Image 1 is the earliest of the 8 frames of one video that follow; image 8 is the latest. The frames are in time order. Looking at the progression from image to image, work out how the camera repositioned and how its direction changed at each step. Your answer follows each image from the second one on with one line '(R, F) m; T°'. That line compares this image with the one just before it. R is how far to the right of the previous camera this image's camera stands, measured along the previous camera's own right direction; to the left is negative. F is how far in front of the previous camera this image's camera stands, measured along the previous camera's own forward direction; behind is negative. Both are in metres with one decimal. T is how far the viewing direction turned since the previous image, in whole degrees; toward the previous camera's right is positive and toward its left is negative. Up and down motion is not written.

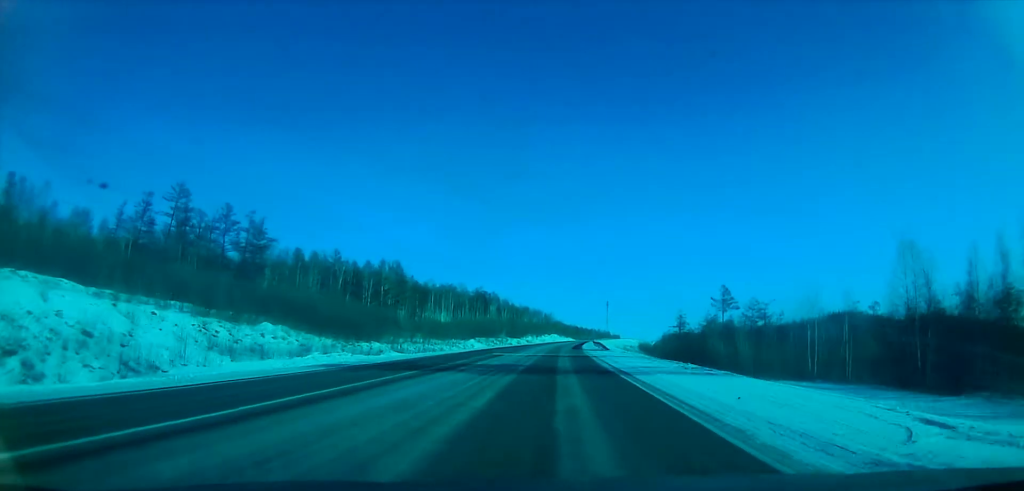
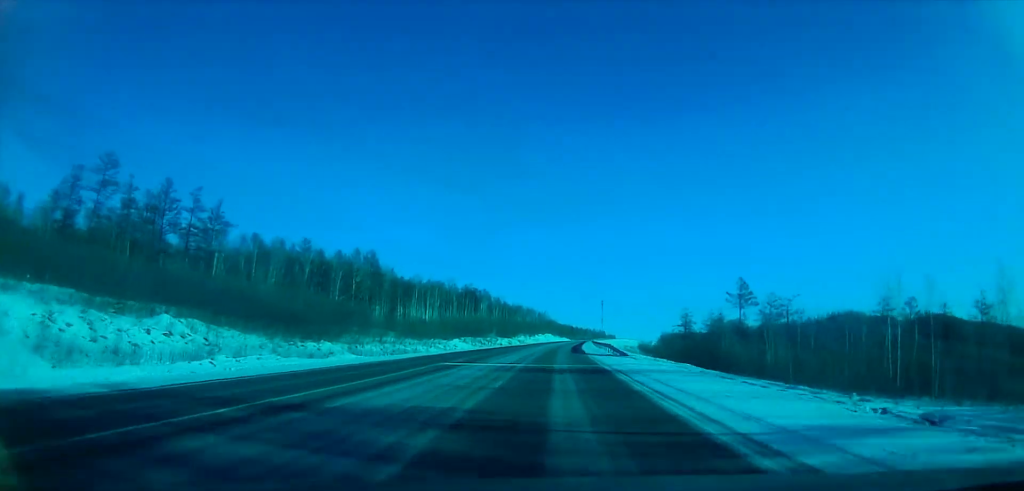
(-0.1, +19.1) m; +1°
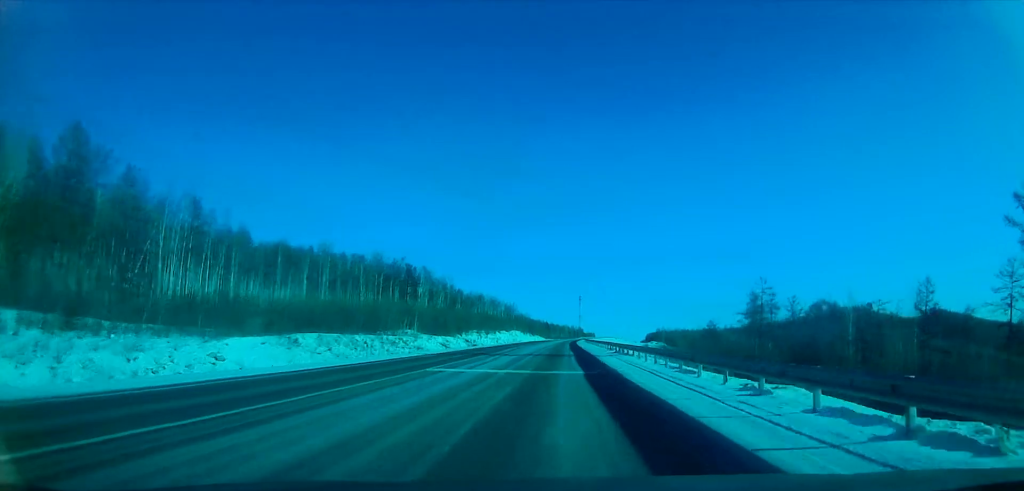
(+0.5, +95.8) m; +1°
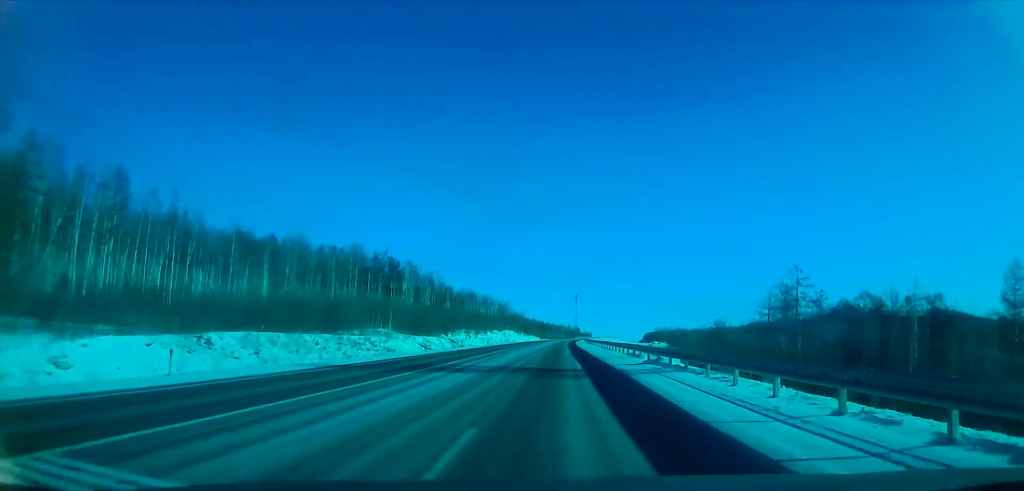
(-0.2, +18.6) m; +2°
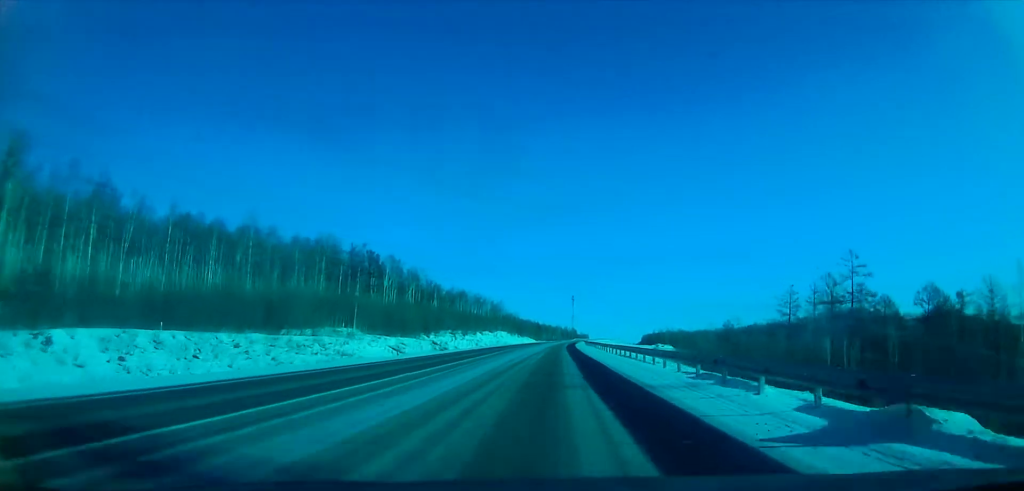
(+0.6, +20.0) m; 0°
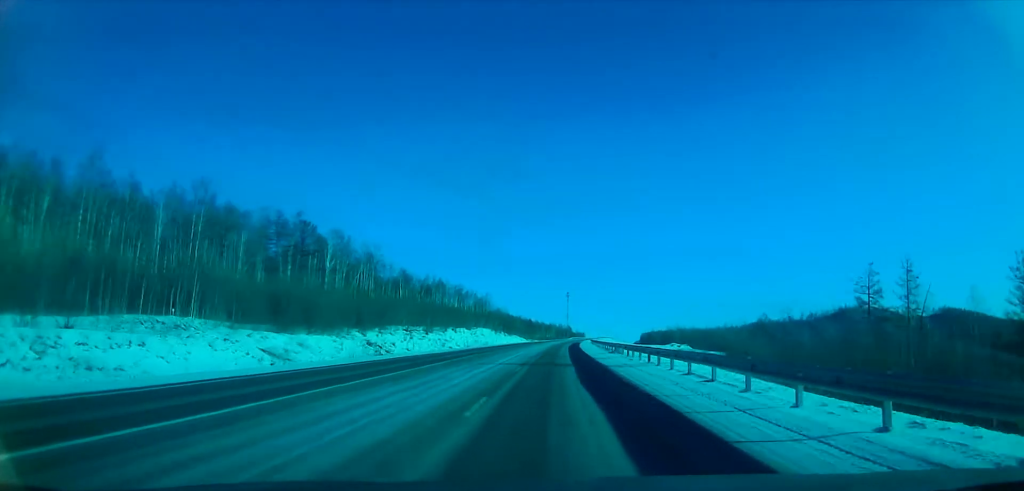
(-0.1, +47.6) m; 0°
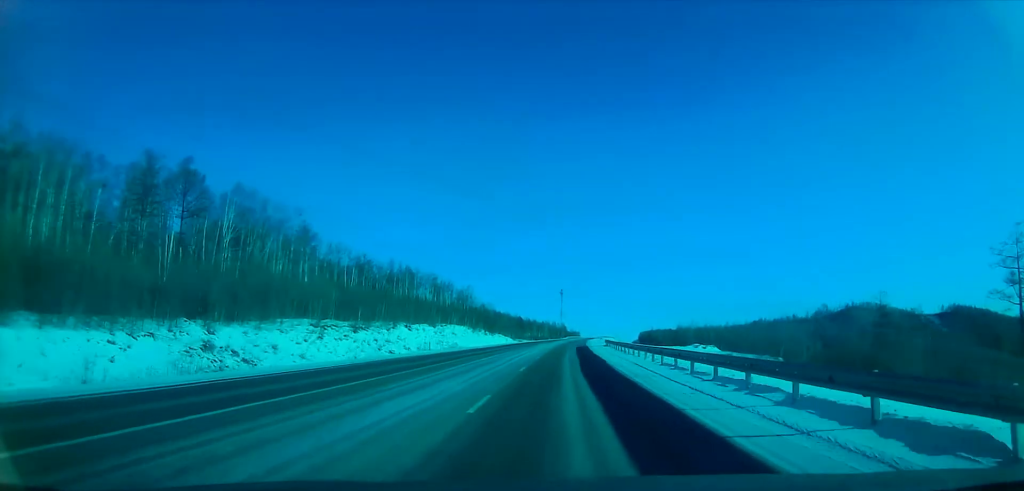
(+0.6, +47.5) m; +2°
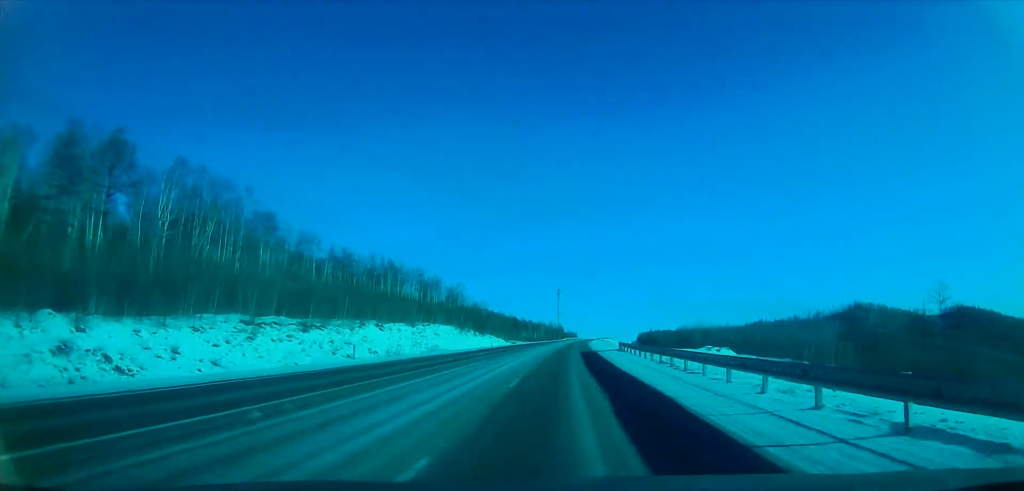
(+0.2, +18.7) m; 0°
